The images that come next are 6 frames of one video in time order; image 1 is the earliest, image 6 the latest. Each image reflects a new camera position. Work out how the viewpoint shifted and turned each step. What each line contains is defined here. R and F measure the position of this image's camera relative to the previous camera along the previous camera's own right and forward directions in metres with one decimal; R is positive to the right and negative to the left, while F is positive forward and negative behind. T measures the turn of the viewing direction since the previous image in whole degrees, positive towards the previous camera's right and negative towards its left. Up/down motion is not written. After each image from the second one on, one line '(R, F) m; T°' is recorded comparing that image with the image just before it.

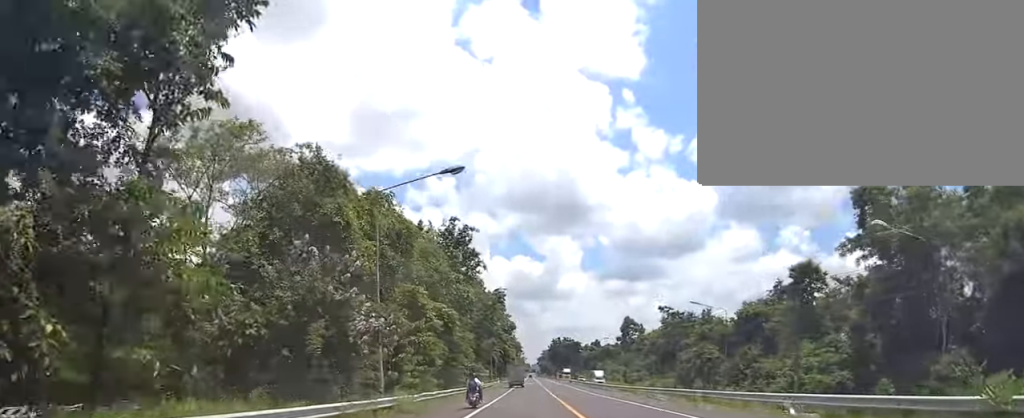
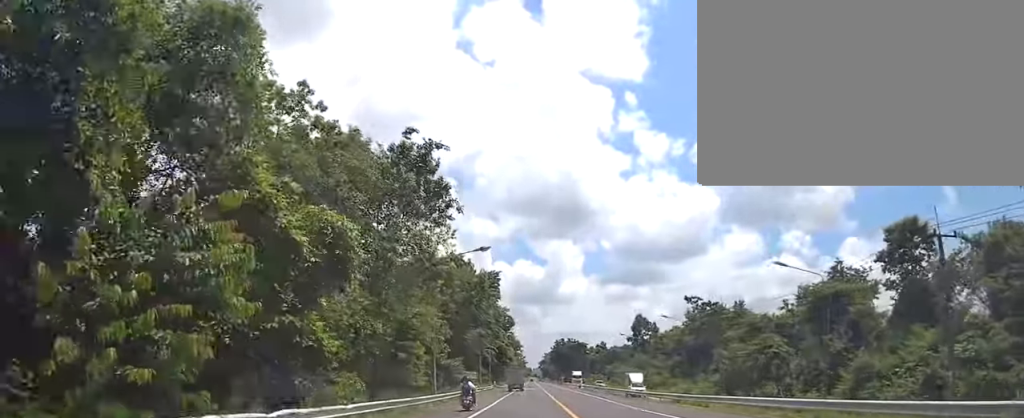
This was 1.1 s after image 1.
(-0.5, +18.3) m; 0°
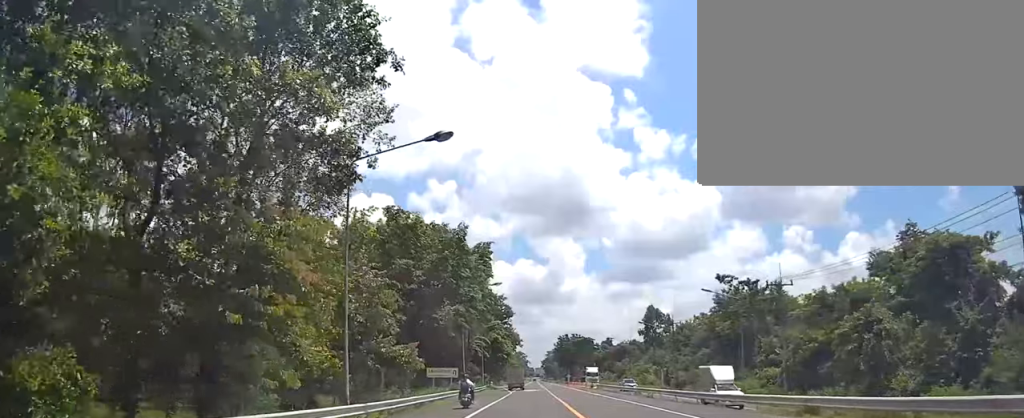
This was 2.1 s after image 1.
(+0.6, +15.9) m; 0°
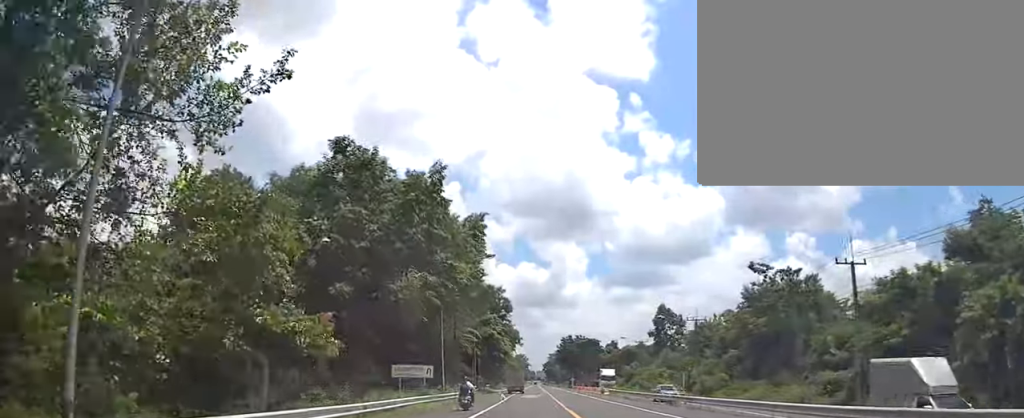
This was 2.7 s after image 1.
(-0.3, +11.3) m; -1°
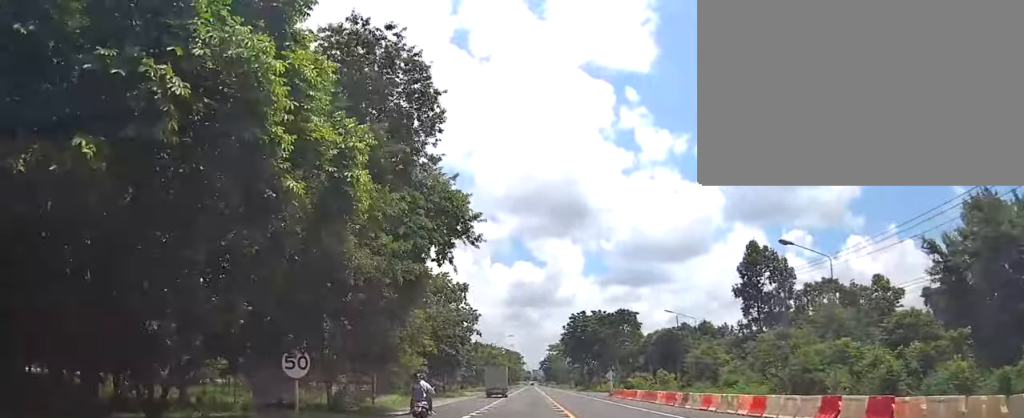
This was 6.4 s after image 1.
(+0.4, +64.8) m; +1°
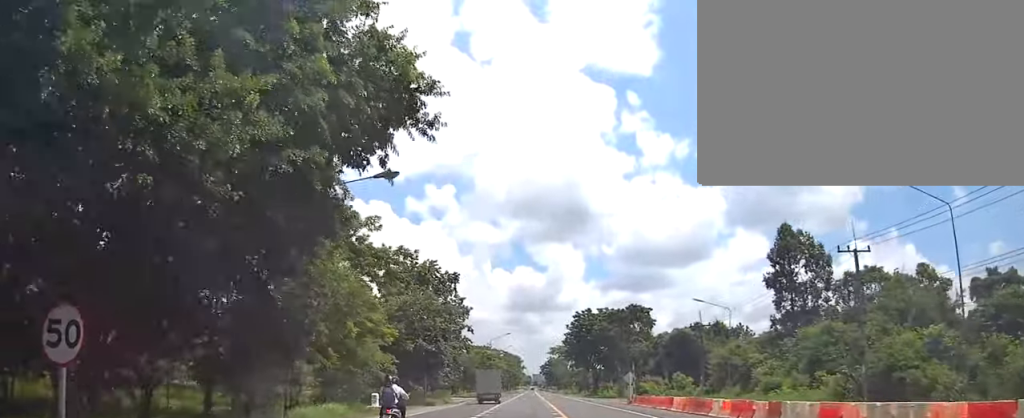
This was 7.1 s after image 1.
(-0.4, +11.0) m; -1°
